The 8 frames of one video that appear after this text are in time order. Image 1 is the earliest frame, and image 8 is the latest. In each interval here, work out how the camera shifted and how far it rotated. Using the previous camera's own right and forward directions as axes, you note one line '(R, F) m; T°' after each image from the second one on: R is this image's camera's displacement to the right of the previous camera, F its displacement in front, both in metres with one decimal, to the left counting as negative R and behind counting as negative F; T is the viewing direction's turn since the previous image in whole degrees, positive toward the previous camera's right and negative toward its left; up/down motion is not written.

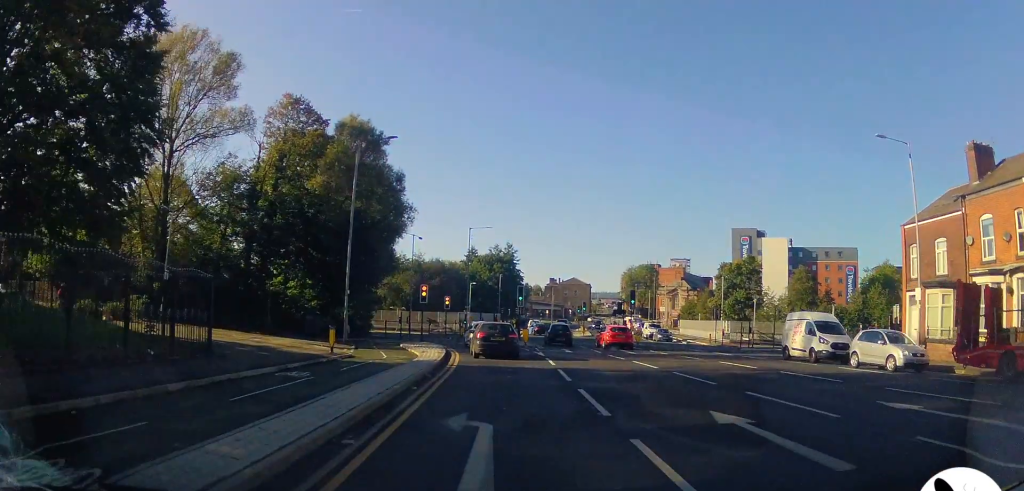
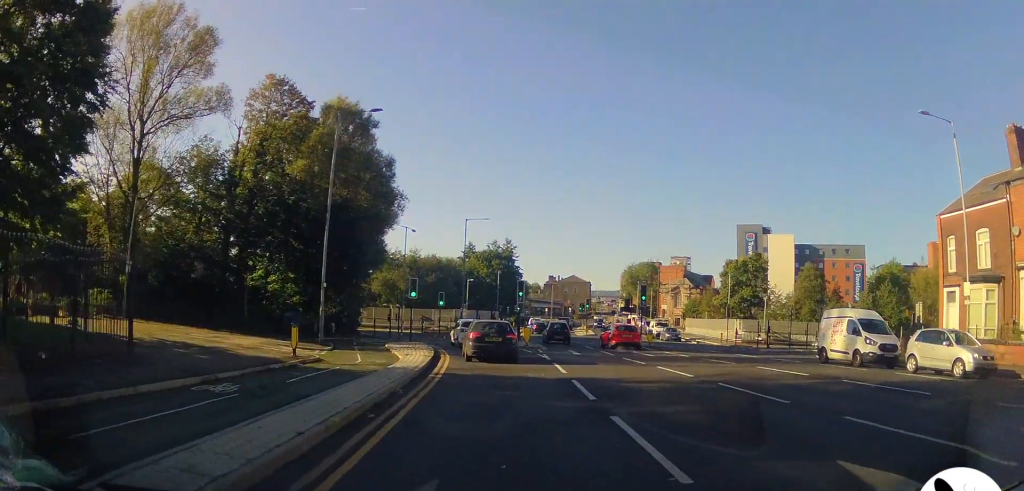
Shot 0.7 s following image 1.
(+0.1, +3.4) m; -1°
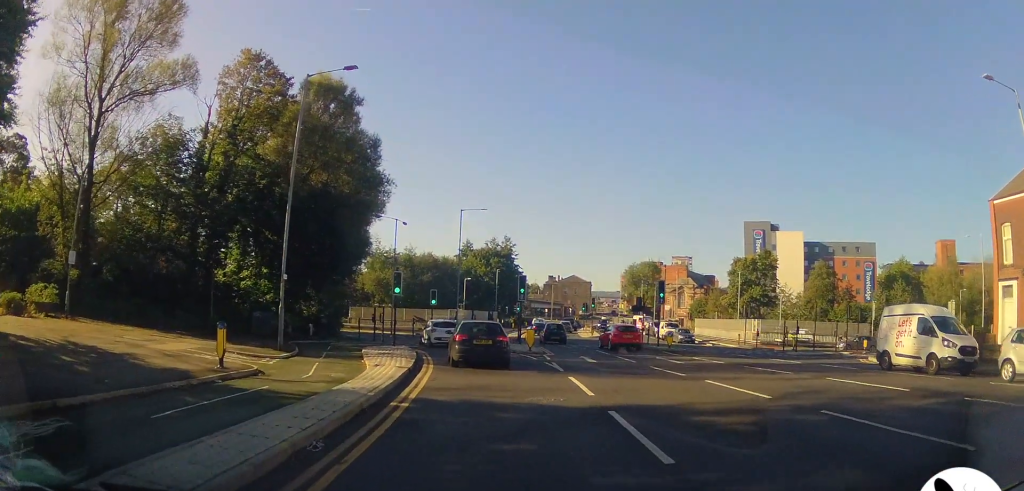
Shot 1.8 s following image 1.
(-0.2, +4.8) m; +4°
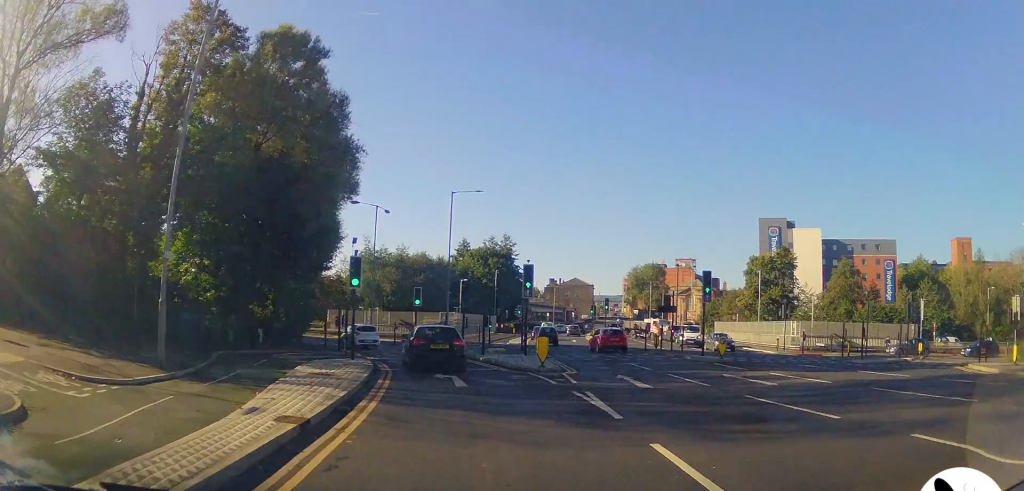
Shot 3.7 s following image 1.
(+0.1, +7.5) m; -6°
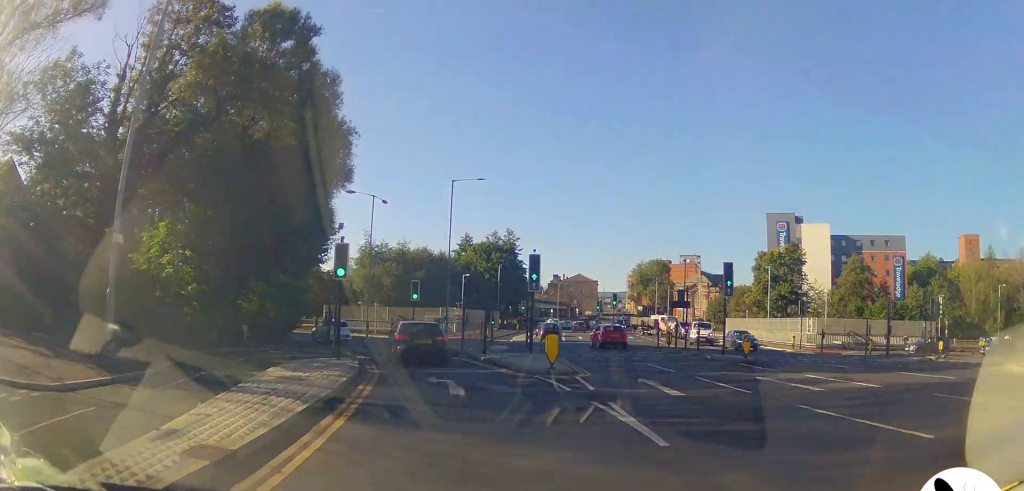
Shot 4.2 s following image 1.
(-0.1, +2.1) m; -1°
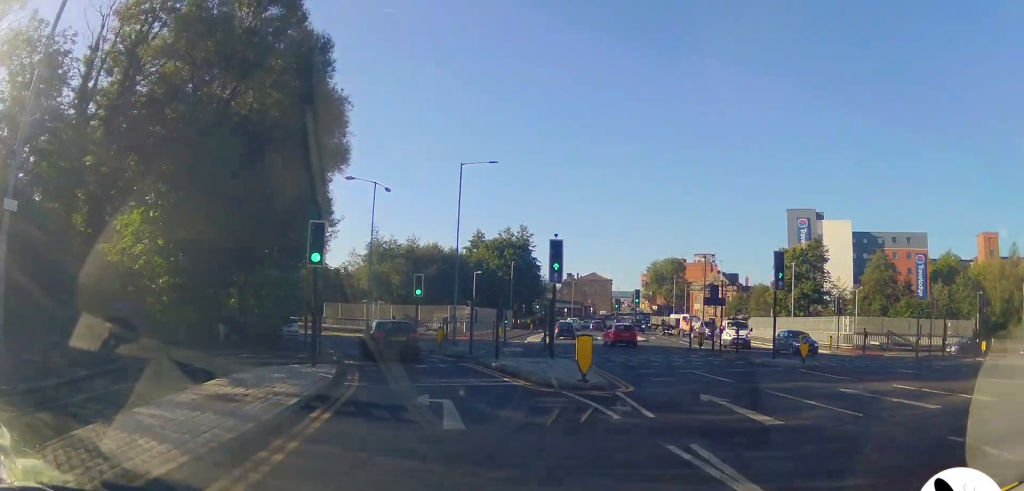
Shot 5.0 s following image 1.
(0.0, +3.5) m; +2°
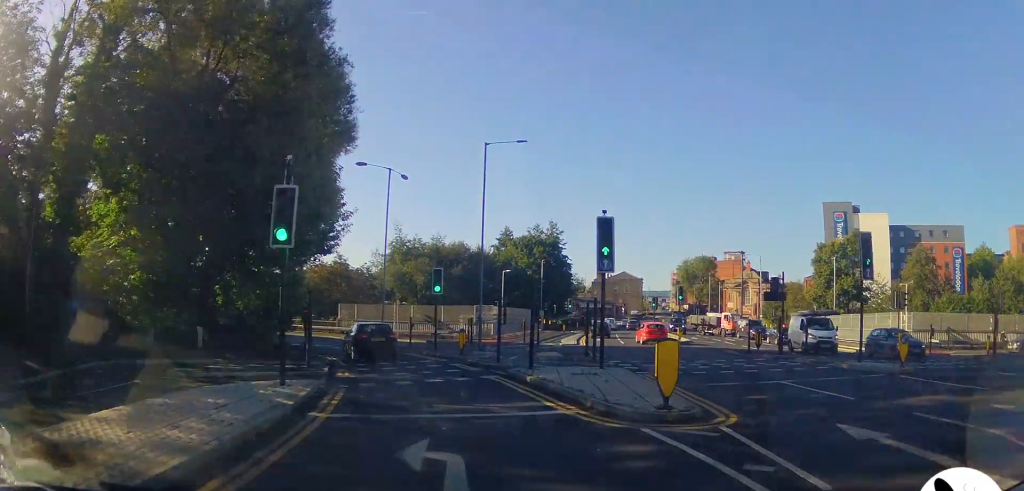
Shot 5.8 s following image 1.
(+0.2, +3.9) m; -3°
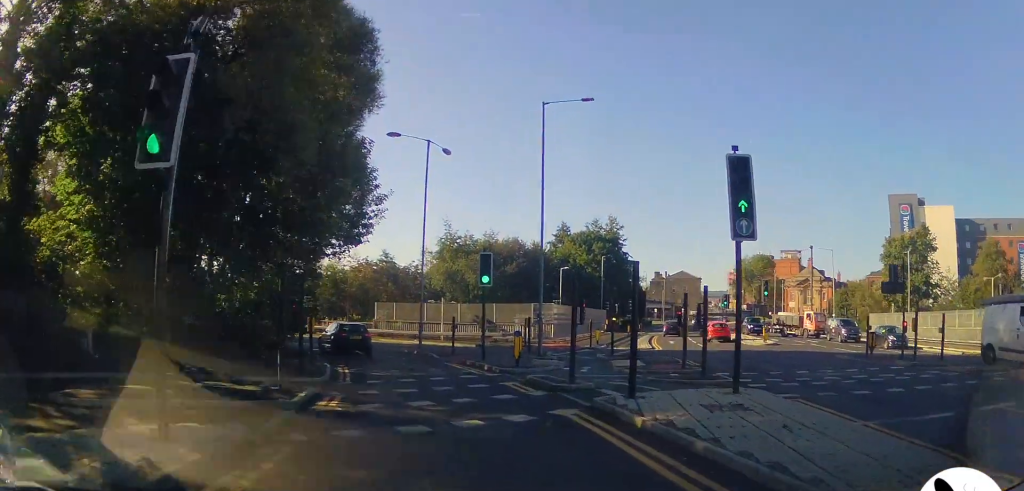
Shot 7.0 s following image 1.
(-0.6, +5.3) m; -8°
